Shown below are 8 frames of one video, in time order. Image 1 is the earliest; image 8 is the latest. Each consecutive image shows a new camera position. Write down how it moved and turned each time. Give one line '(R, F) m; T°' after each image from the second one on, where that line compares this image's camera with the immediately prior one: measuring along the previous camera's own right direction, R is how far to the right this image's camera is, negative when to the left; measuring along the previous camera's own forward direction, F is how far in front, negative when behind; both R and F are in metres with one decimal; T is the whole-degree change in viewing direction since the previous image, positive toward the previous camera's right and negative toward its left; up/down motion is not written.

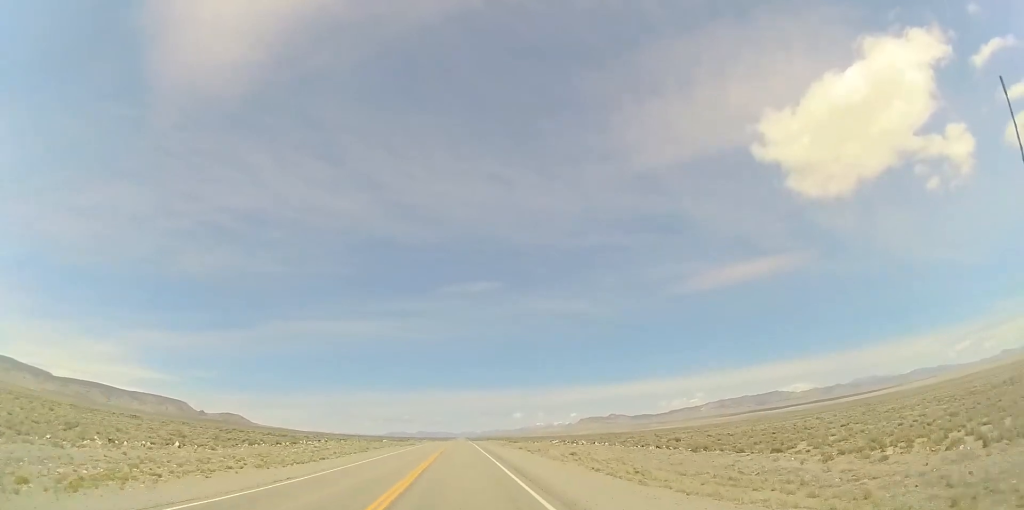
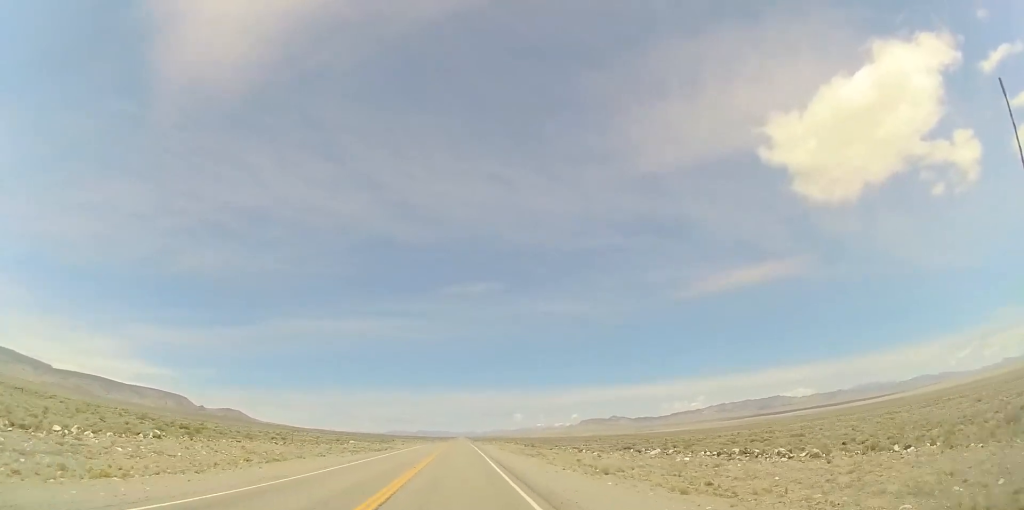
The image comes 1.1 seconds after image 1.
(+0.2, +33.7) m; +1°
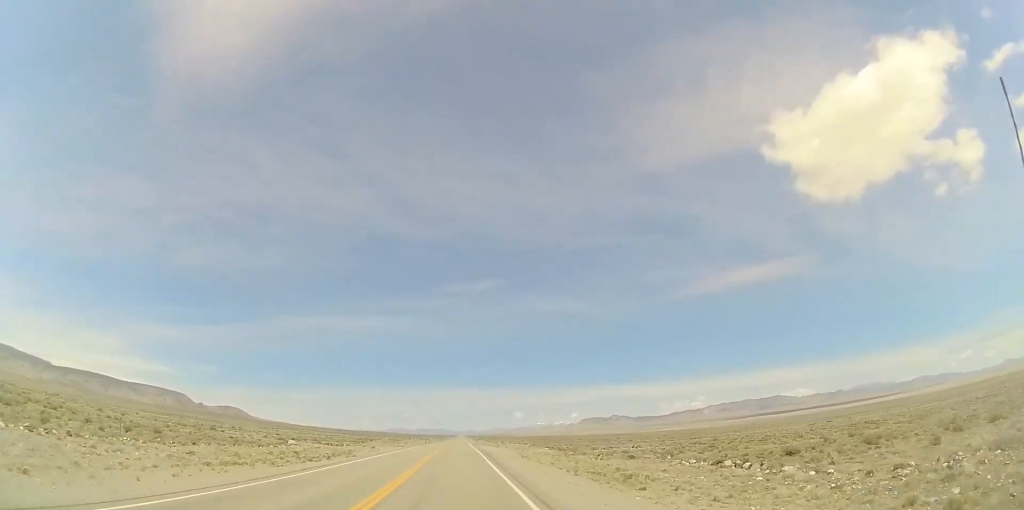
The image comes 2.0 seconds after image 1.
(+0.3, +28.7) m; 0°
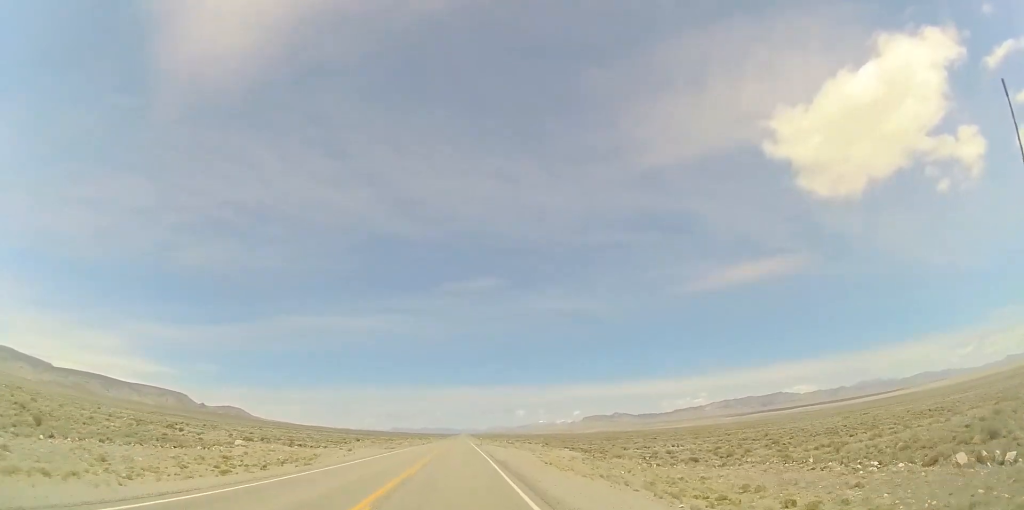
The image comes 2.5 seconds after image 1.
(0.0, +13.3) m; 0°
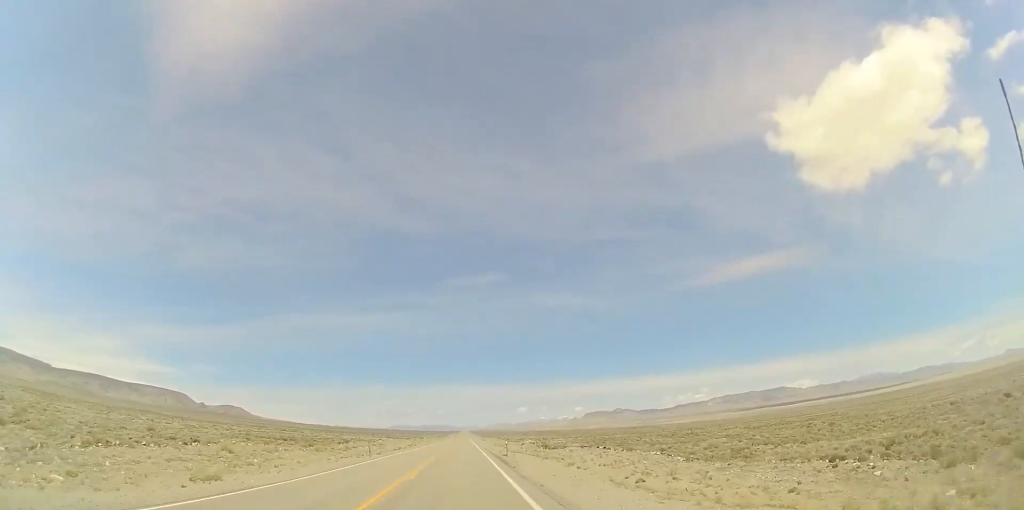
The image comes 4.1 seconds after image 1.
(-0.8, +50.8) m; -1°
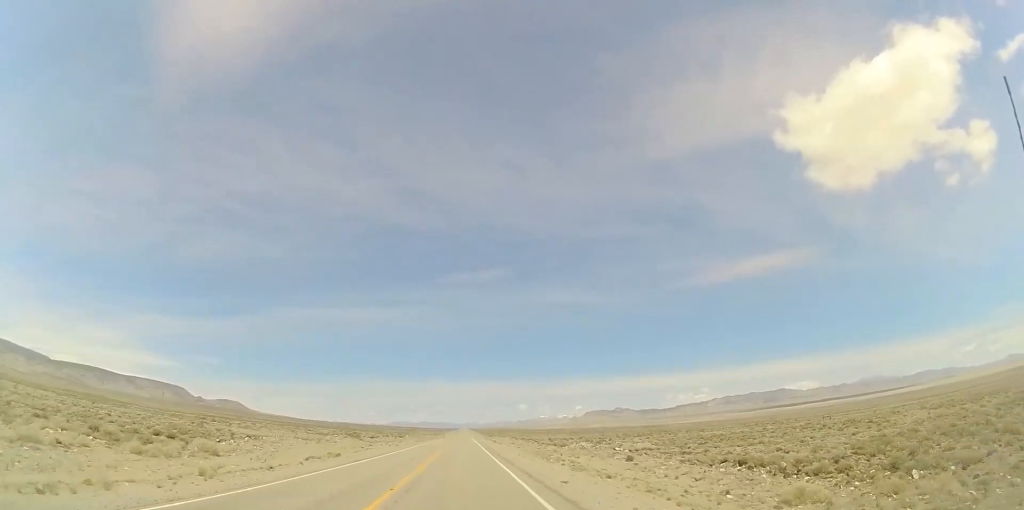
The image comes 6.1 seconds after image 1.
(-0.3, +60.3) m; 0°
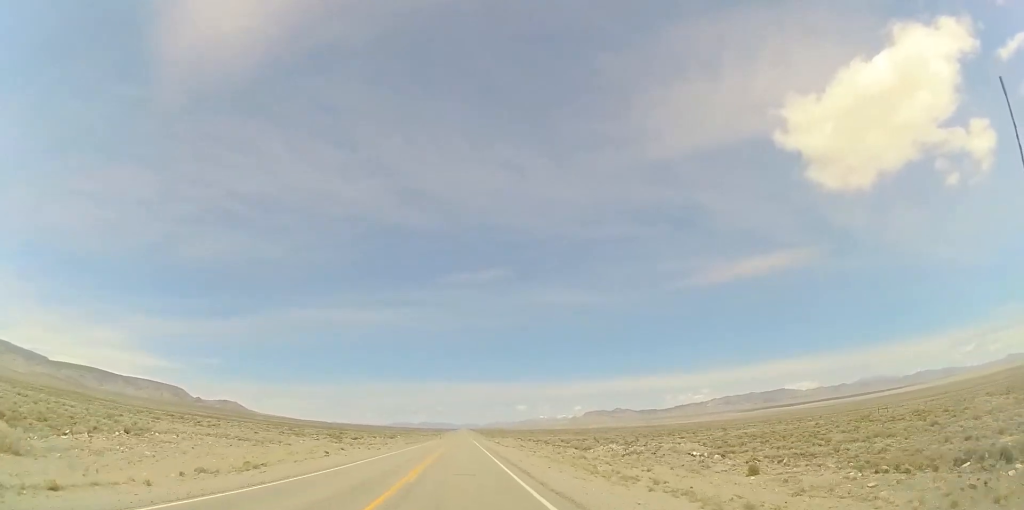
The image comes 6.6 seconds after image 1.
(+0.1, +15.1) m; 0°
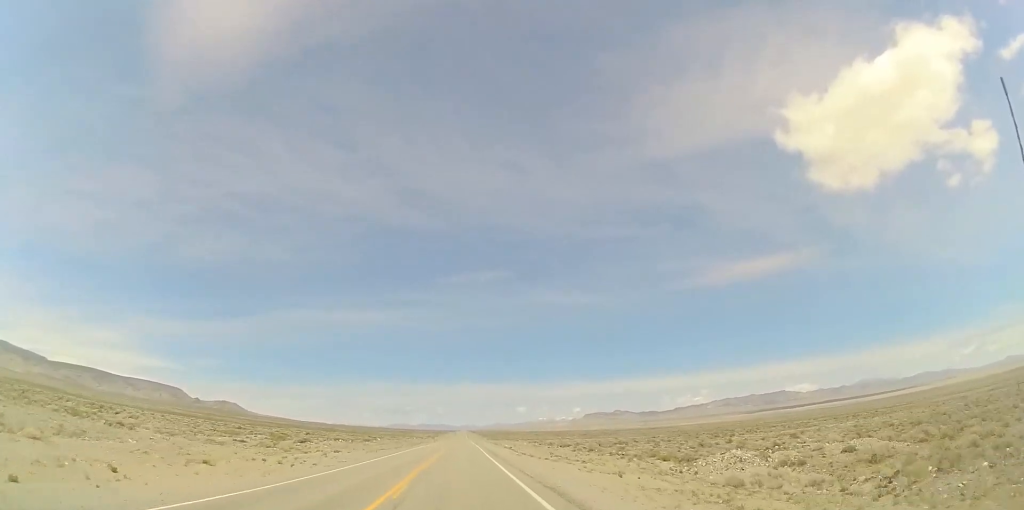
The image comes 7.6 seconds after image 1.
(0.0, +28.2) m; 0°
